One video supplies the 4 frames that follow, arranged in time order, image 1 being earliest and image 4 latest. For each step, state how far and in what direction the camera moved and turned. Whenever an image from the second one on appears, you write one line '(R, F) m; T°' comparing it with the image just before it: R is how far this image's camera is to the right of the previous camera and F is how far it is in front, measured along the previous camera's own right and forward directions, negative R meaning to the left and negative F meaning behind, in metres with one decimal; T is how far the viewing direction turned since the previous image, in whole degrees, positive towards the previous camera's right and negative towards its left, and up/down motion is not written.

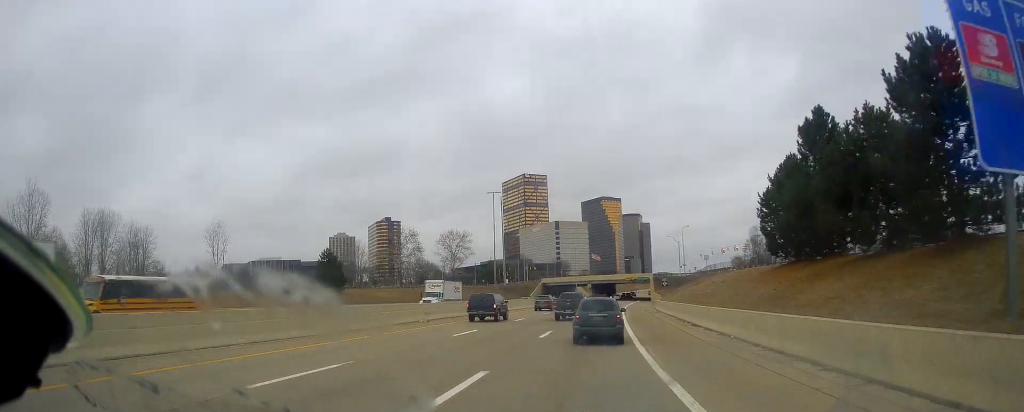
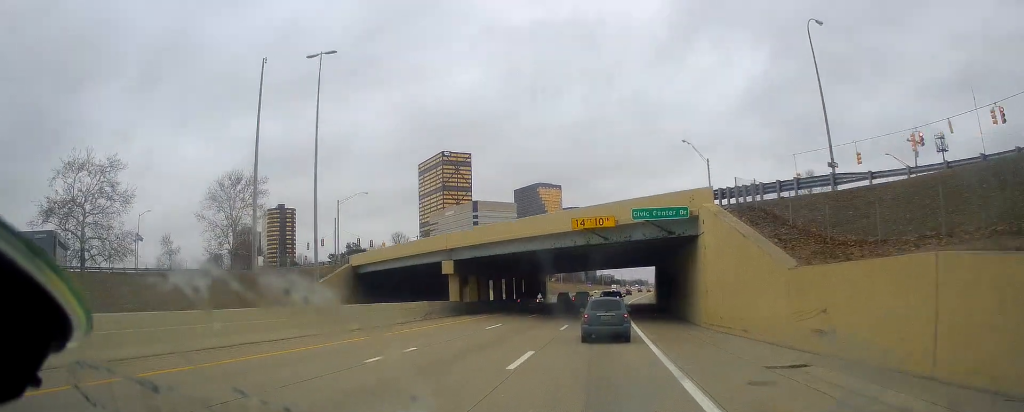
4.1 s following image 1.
(+4.7, +116.2) m; +6°
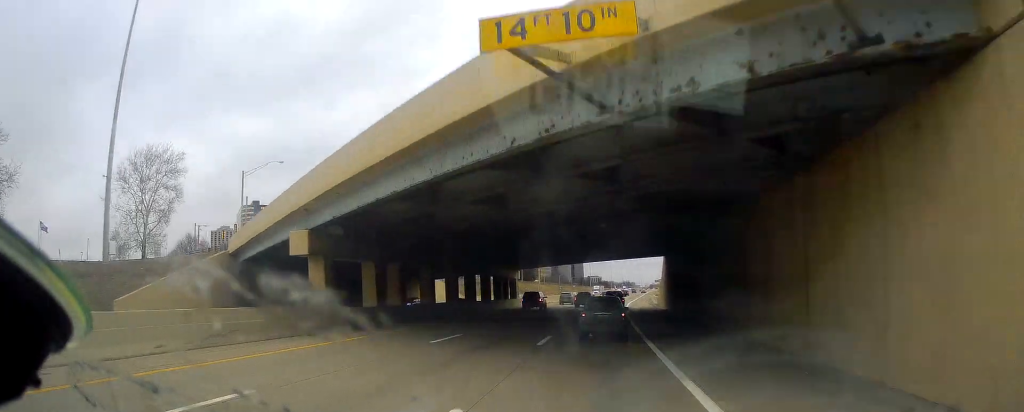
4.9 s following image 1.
(+0.4, +24.2) m; +1°
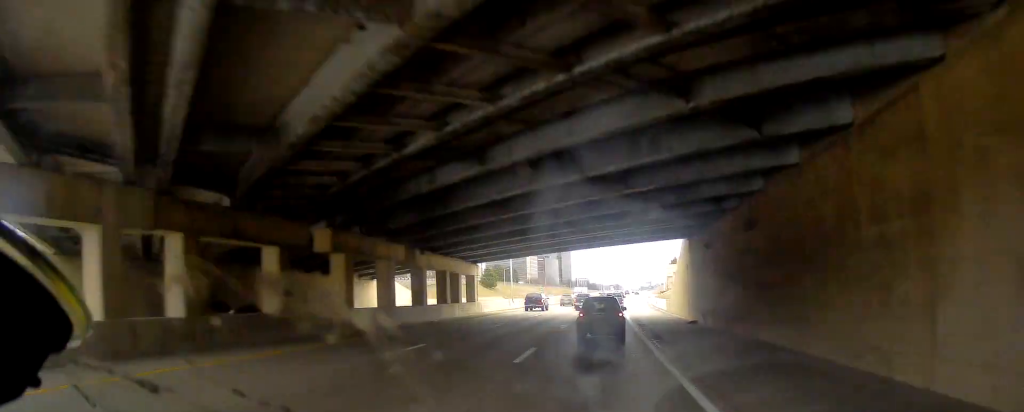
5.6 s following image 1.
(+0.4, +20.3) m; -1°
